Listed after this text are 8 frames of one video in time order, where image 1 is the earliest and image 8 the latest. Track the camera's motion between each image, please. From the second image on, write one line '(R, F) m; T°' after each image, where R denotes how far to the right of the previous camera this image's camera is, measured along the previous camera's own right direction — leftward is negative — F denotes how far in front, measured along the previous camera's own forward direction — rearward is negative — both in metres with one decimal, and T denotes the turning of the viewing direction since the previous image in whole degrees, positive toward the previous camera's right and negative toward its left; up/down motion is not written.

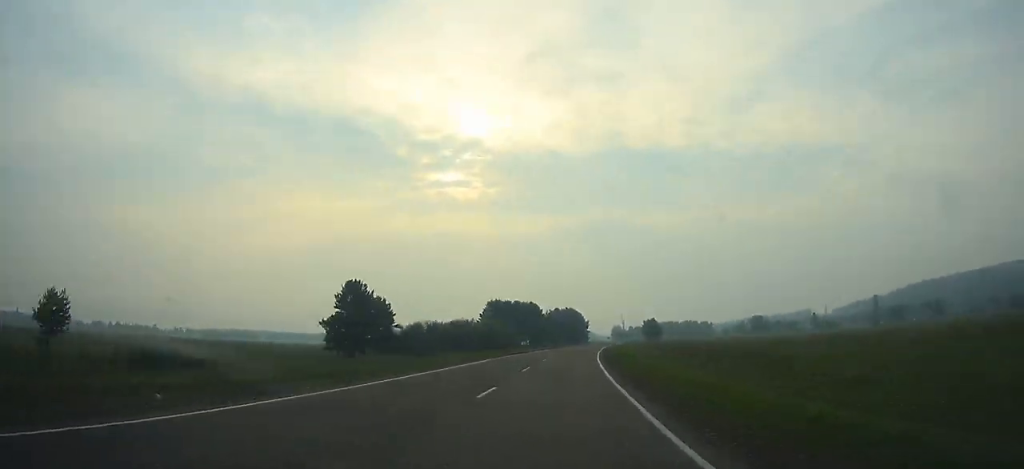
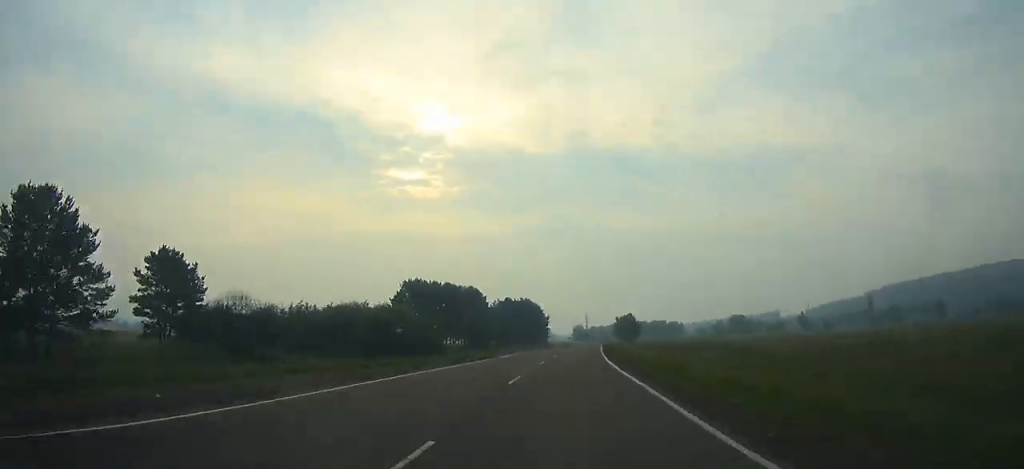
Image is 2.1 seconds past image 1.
(+0.9, +54.3) m; +2°
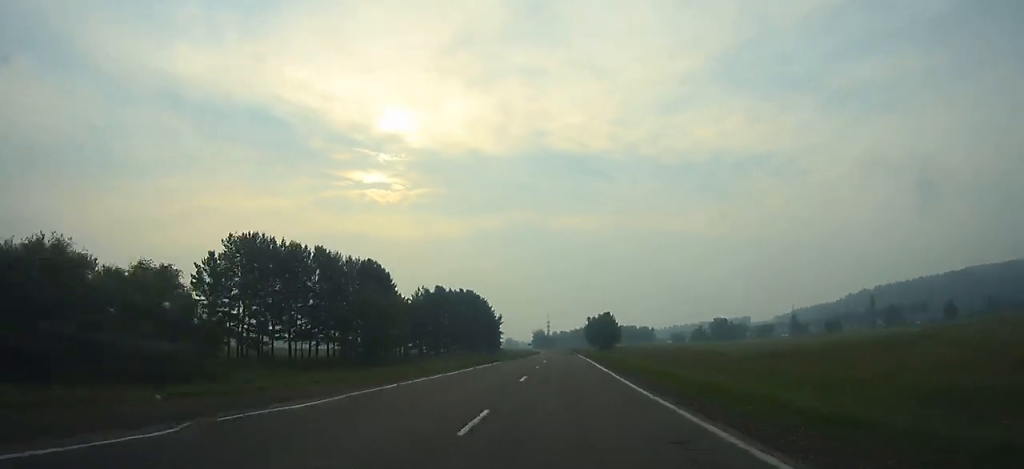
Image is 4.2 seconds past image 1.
(+1.4, +53.2) m; +3°
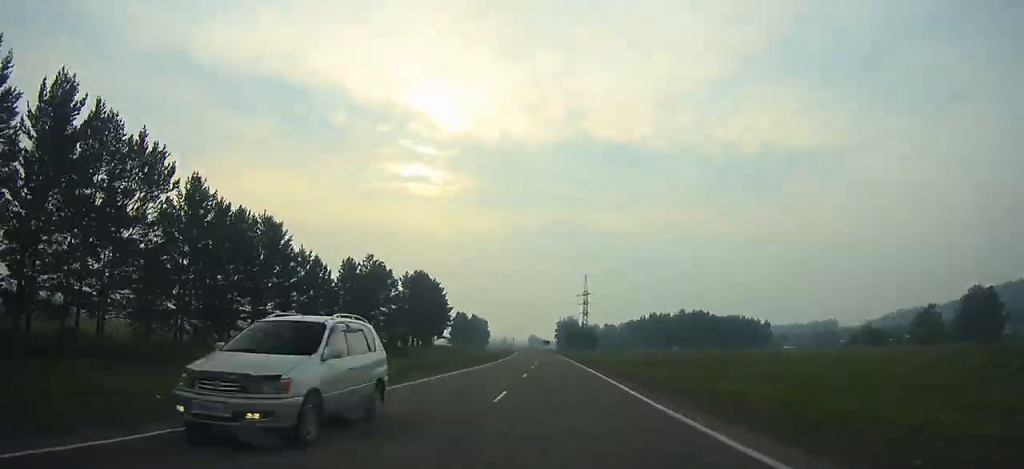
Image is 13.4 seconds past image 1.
(-0.5, +239.6) m; -3°
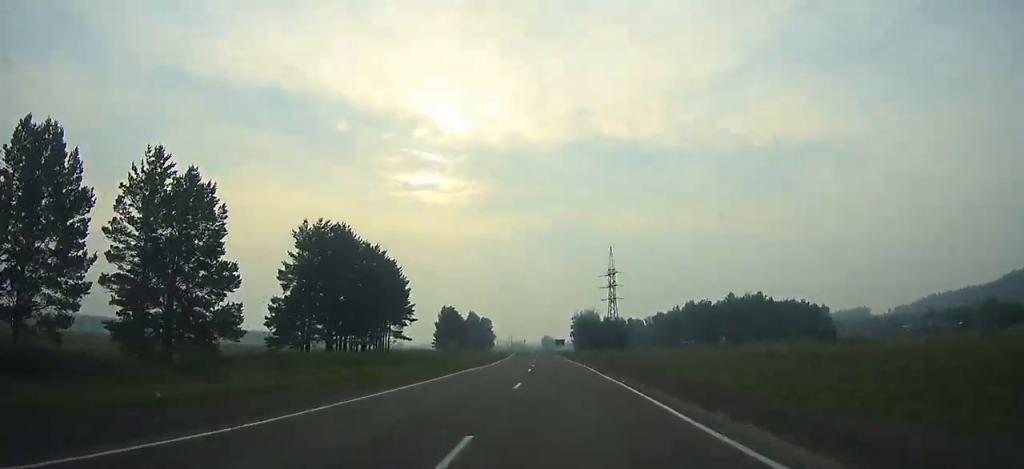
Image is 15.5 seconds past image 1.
(-0.8, +54.4) m; -1°
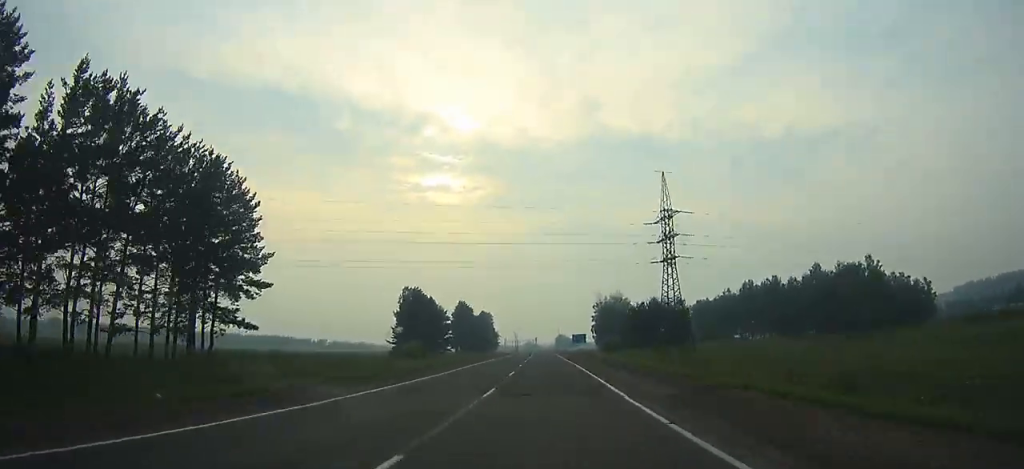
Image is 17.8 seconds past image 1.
(-0.8, +58.4) m; -1°
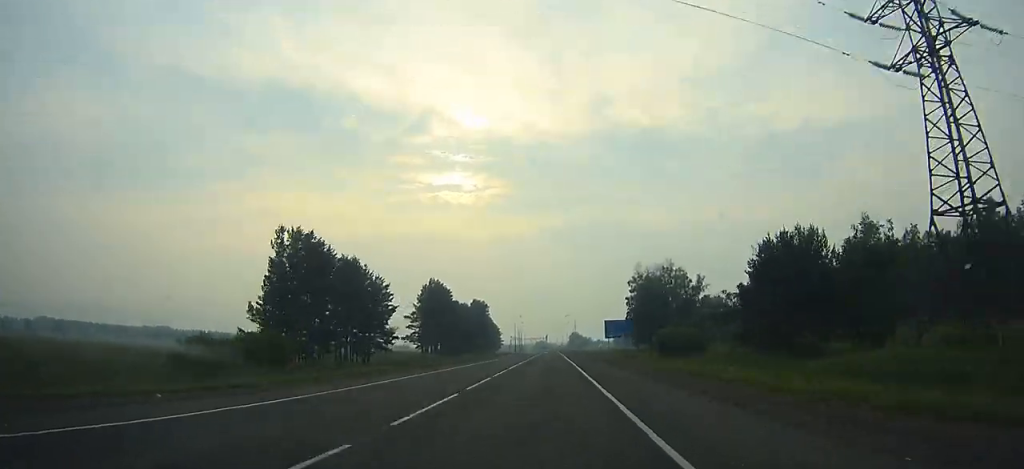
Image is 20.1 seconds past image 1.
(-0.6, +58.0) m; -1°
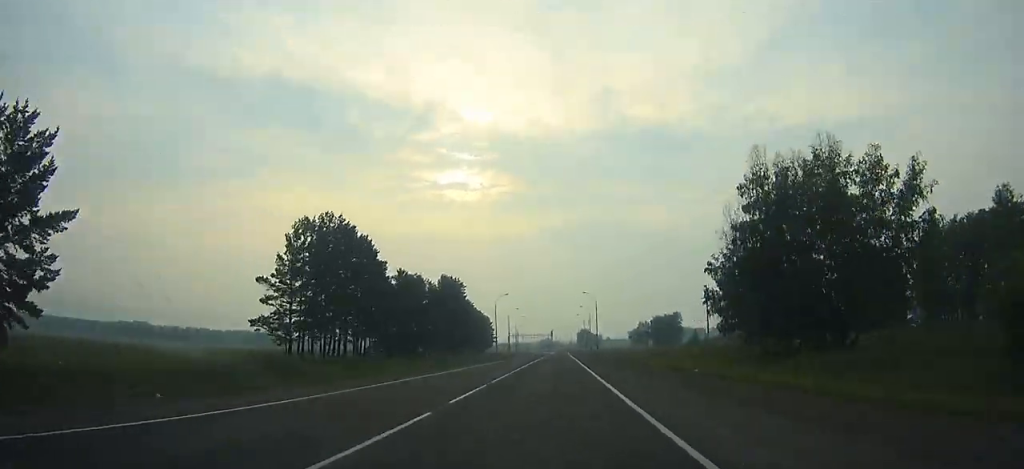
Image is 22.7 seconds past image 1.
(-0.5, +66.2) m; -1°
